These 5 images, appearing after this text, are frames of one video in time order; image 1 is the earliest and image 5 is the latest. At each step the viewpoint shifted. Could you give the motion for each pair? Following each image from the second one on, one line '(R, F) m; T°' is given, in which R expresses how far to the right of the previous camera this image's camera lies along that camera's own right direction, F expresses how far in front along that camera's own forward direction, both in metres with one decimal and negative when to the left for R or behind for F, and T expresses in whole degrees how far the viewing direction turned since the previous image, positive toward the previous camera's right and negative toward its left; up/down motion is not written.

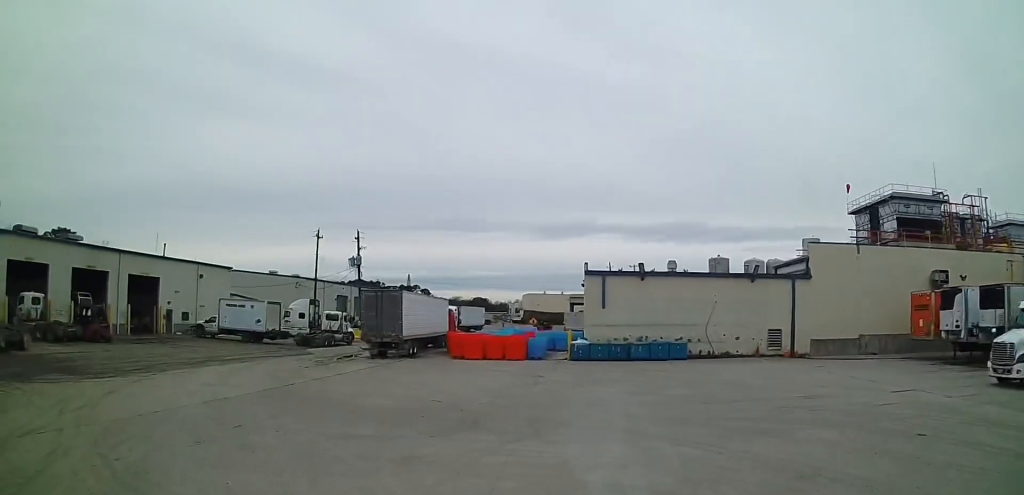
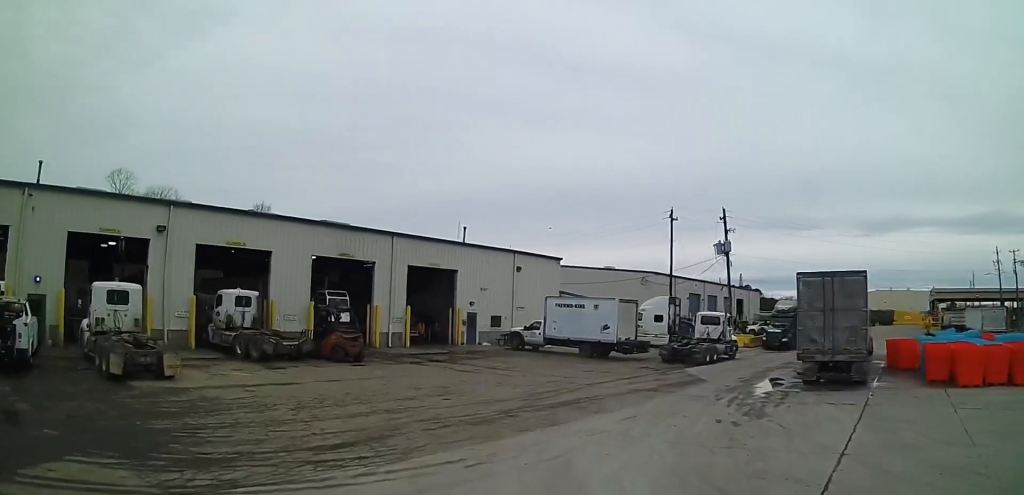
(-4.4, +16.4) m; -21°
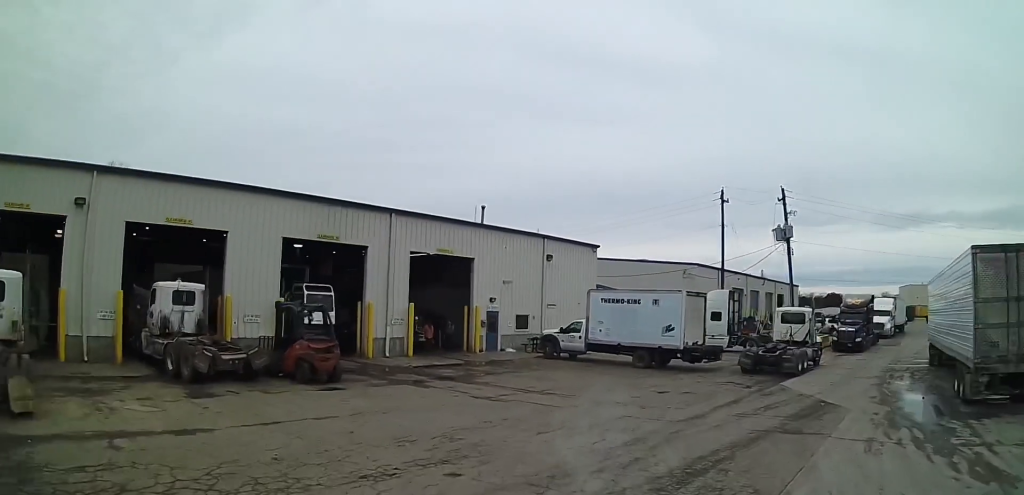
(-0.6, +8.0) m; -7°
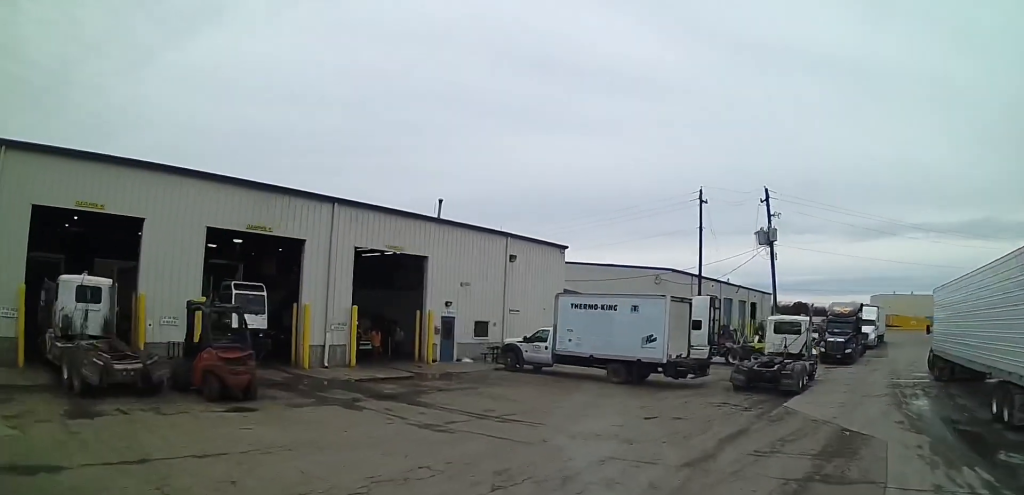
(0.0, +3.4) m; +5°
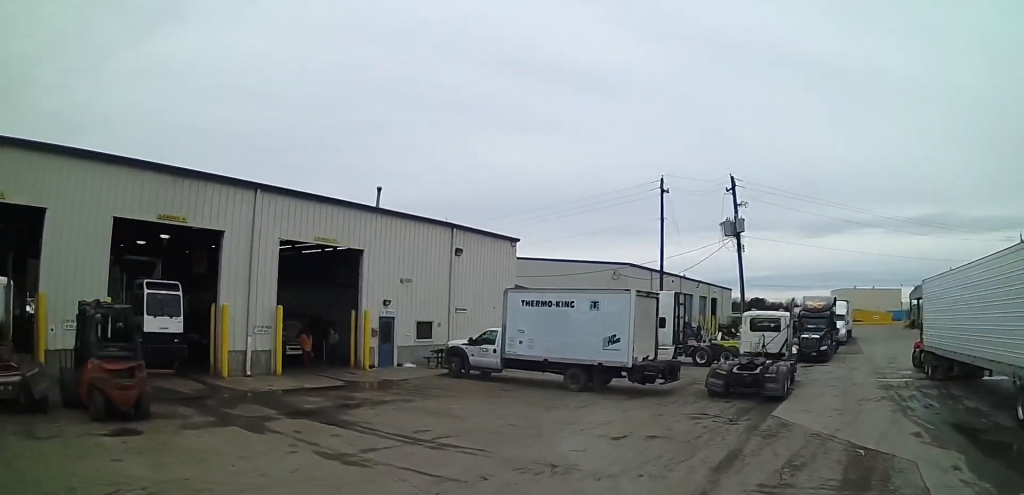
(+0.3, +2.7) m; +5°
